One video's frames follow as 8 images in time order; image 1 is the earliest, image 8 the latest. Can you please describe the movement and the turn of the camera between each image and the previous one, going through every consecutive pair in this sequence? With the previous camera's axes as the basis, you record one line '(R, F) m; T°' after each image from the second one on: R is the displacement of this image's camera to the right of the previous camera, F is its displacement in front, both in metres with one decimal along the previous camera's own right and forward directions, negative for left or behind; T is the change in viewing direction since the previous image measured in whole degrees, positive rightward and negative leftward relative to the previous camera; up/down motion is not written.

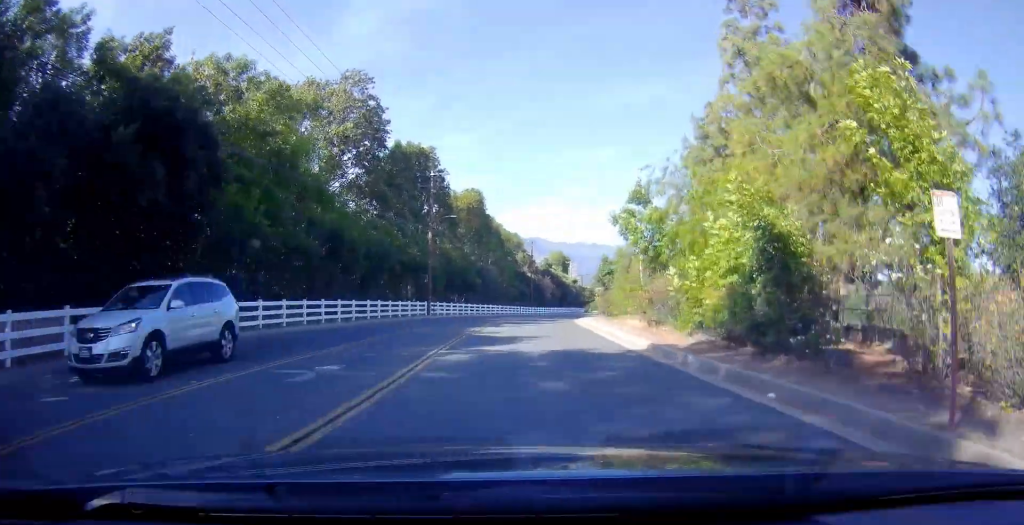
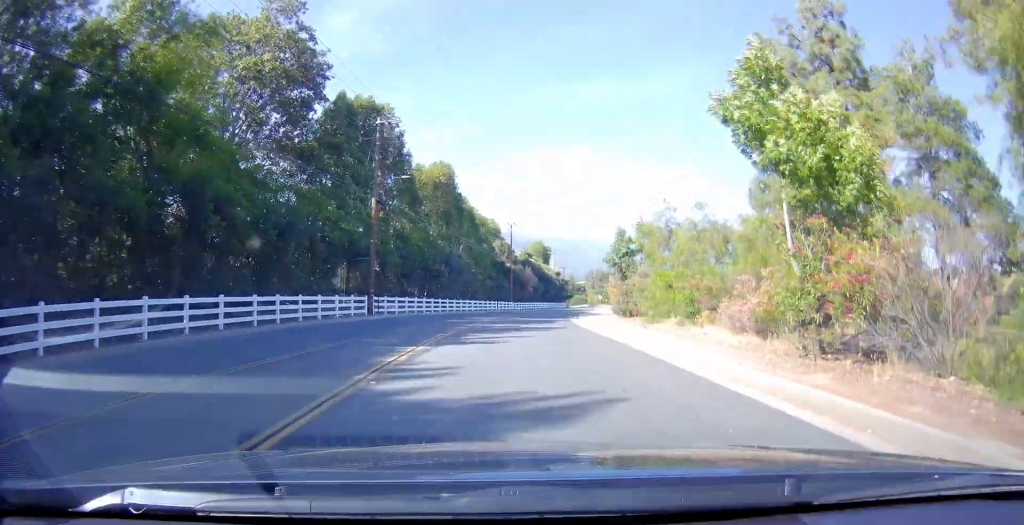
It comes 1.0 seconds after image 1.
(0.0, +15.8) m; +1°
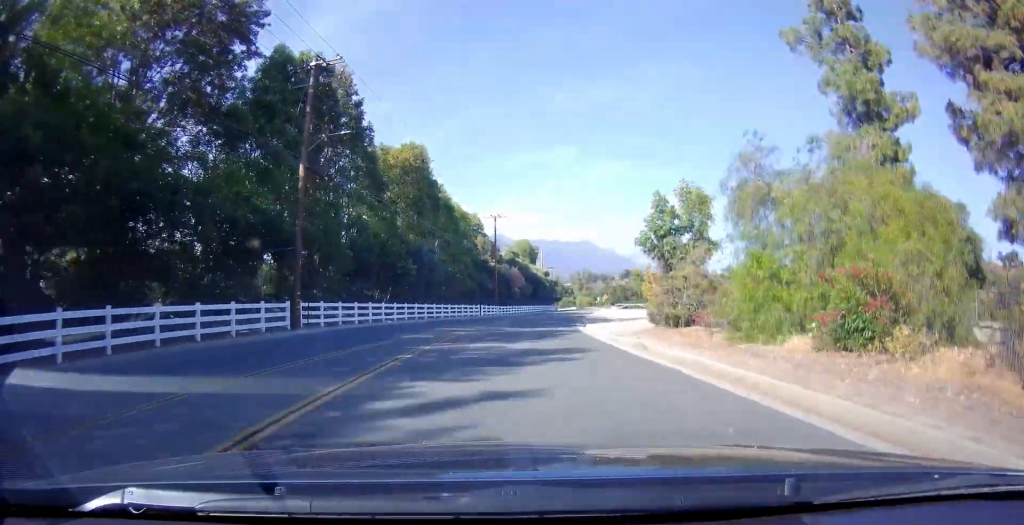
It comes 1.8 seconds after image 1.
(-0.1, +12.1) m; +2°
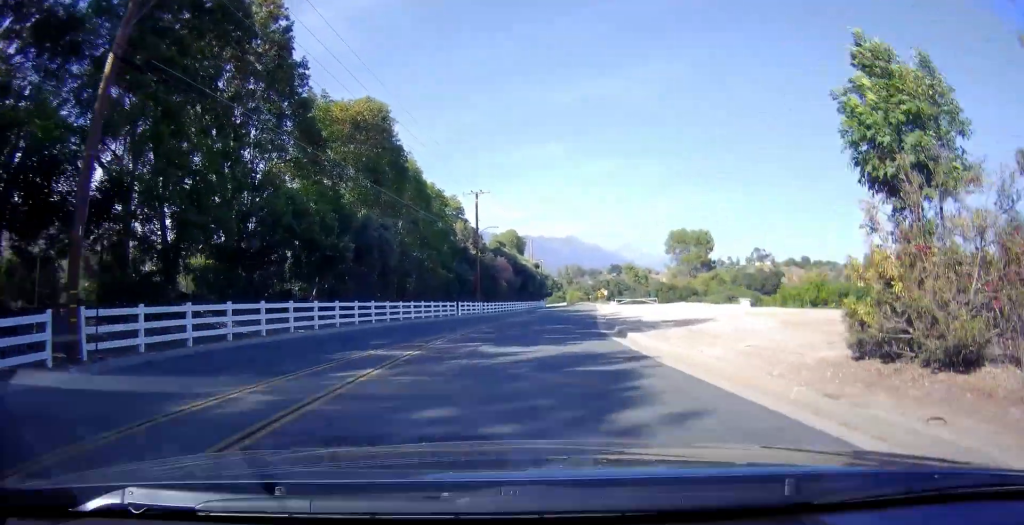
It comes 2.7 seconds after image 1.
(+0.8, +15.4) m; +4°
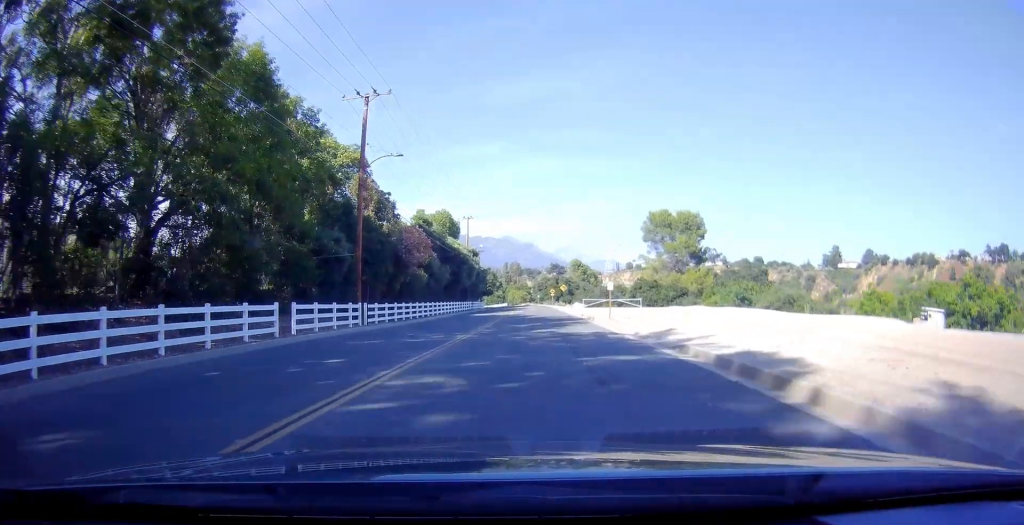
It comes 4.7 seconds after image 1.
(+1.9, +31.7) m; +8°
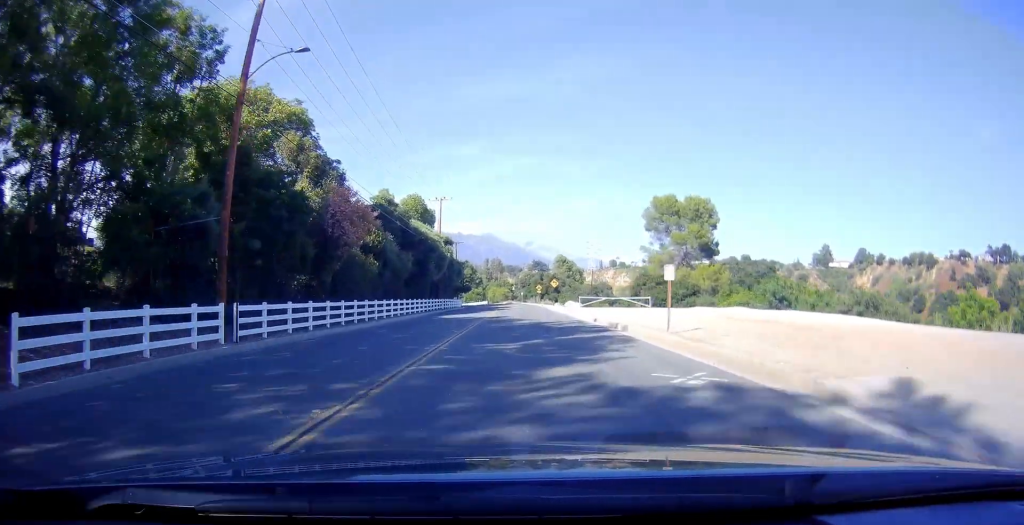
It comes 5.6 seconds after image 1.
(+0.8, +14.5) m; +1°
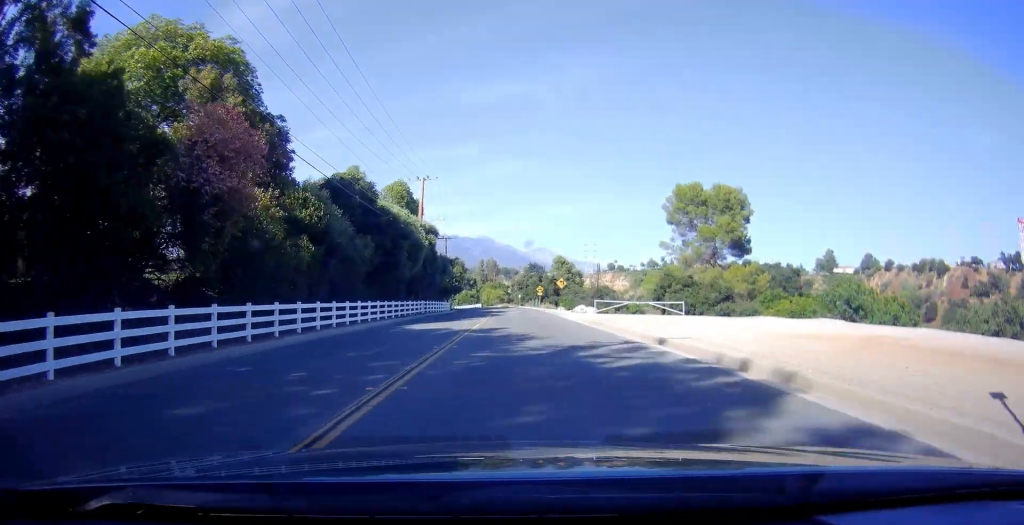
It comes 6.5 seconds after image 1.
(-0.4, +13.8) m; -1°
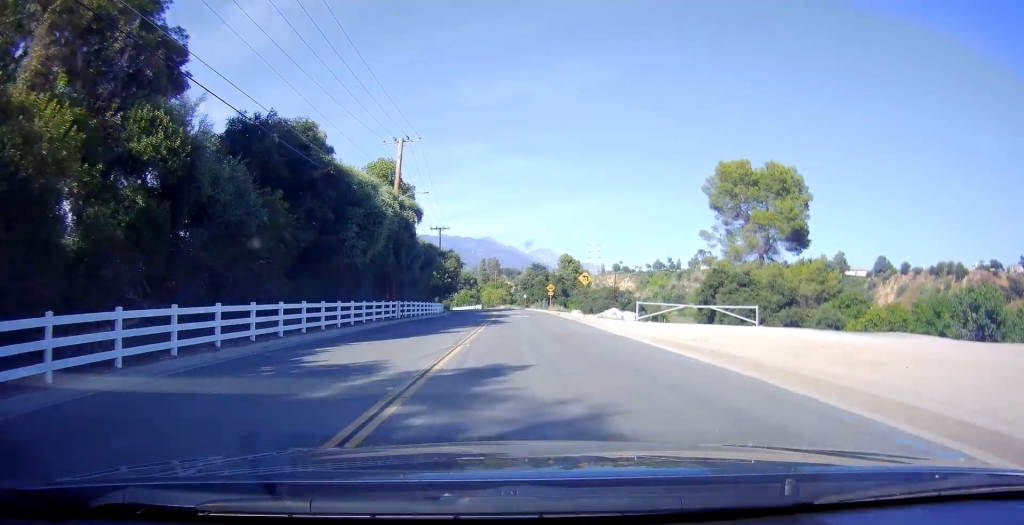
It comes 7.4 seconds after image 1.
(0.0, +15.0) m; 0°
